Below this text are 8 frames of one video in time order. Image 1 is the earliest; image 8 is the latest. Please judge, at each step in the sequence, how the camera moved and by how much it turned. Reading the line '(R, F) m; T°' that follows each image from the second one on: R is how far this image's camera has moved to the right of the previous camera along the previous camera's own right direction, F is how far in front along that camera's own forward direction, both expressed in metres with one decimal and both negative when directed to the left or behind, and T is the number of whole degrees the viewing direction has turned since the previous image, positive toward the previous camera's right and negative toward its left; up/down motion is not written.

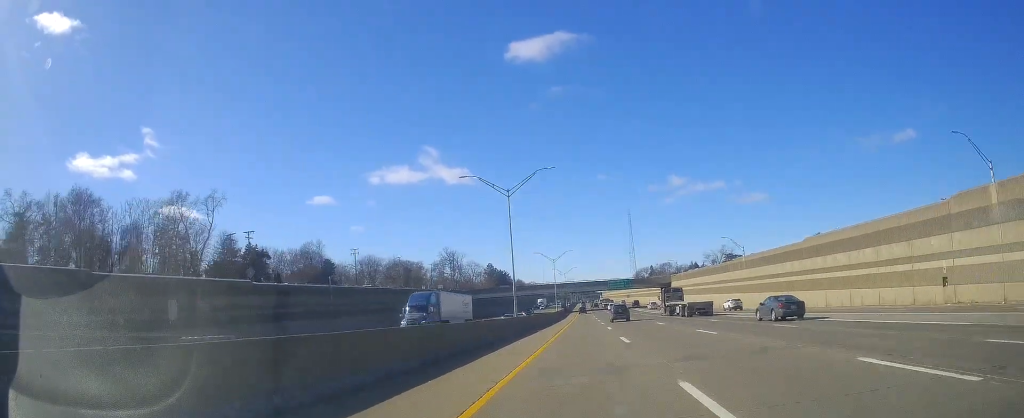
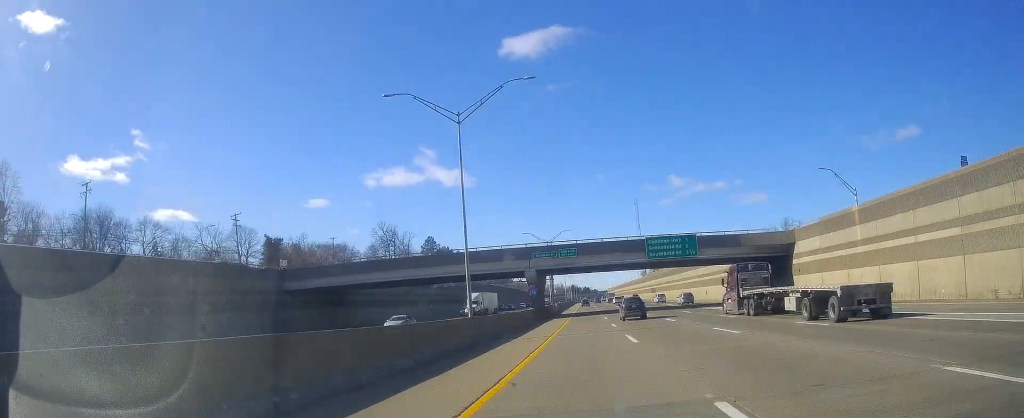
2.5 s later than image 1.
(+0.5, +96.1) m; 0°
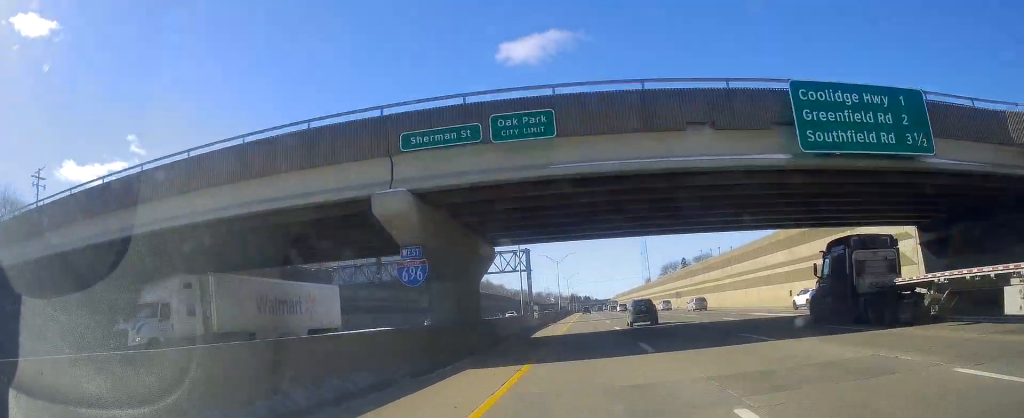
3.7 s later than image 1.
(-0.6, +46.7) m; -1°
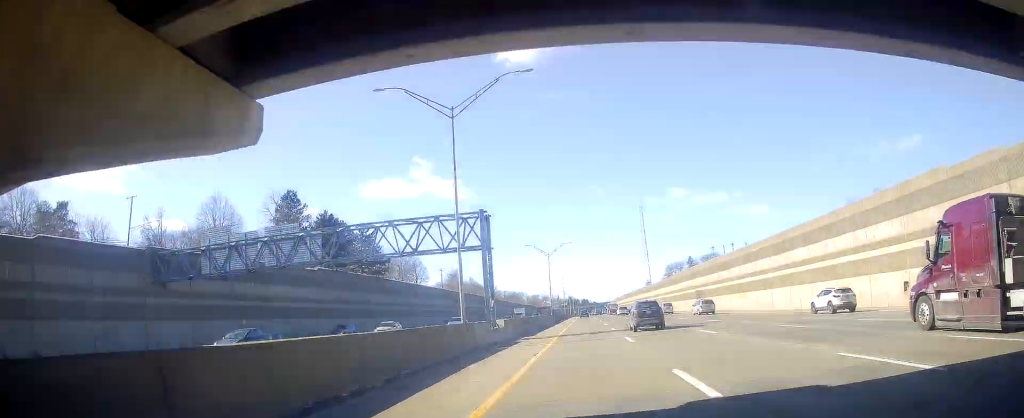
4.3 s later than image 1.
(-0.1, +26.1) m; 0°
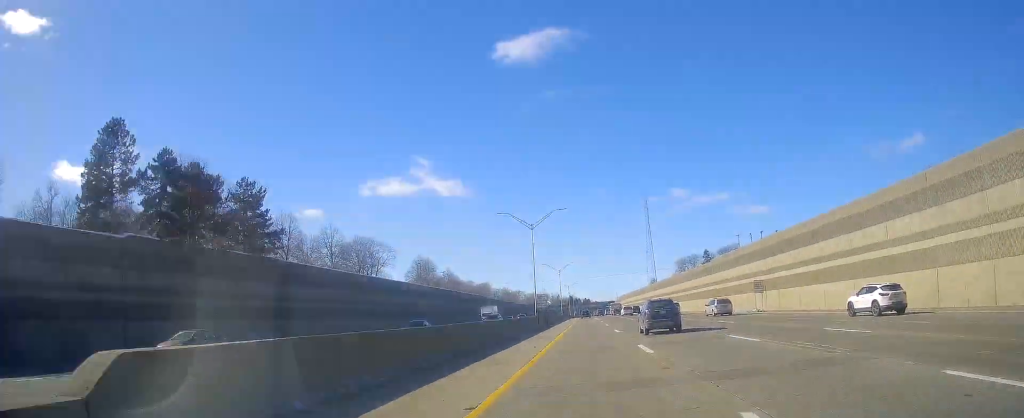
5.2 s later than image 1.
(+0.2, +35.3) m; 0°
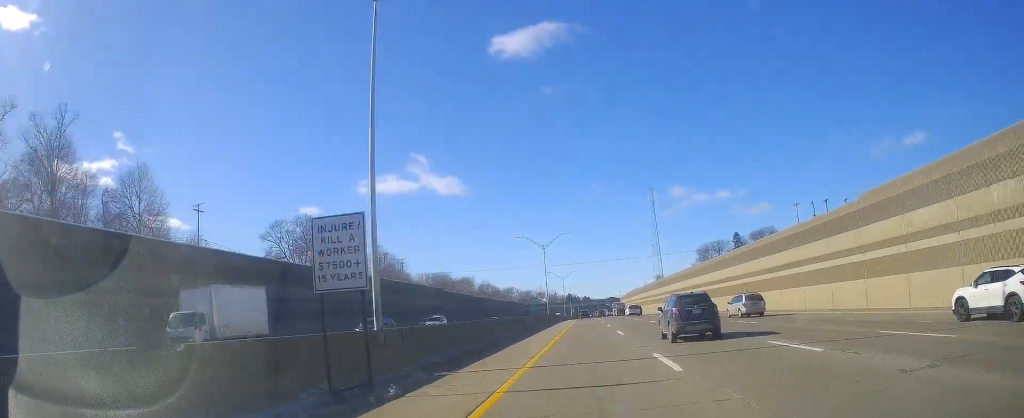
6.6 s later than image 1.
(-0.1, +53.4) m; 0°
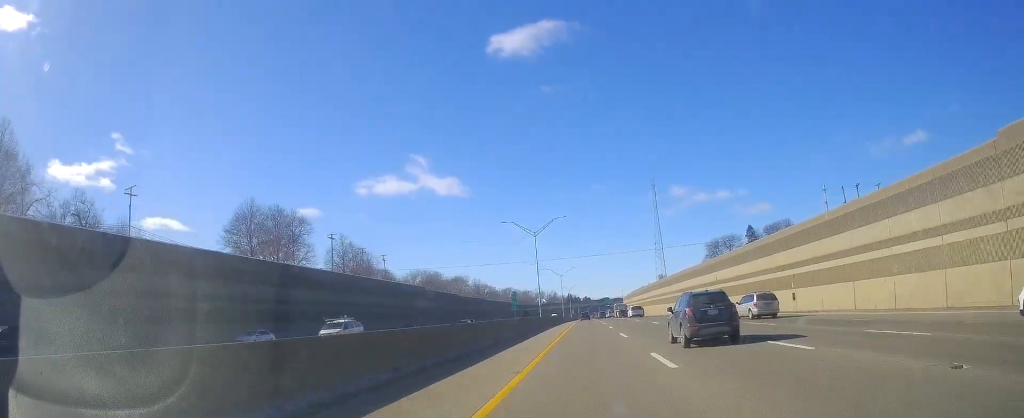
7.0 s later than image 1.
(+0.1, +17.0) m; 0°
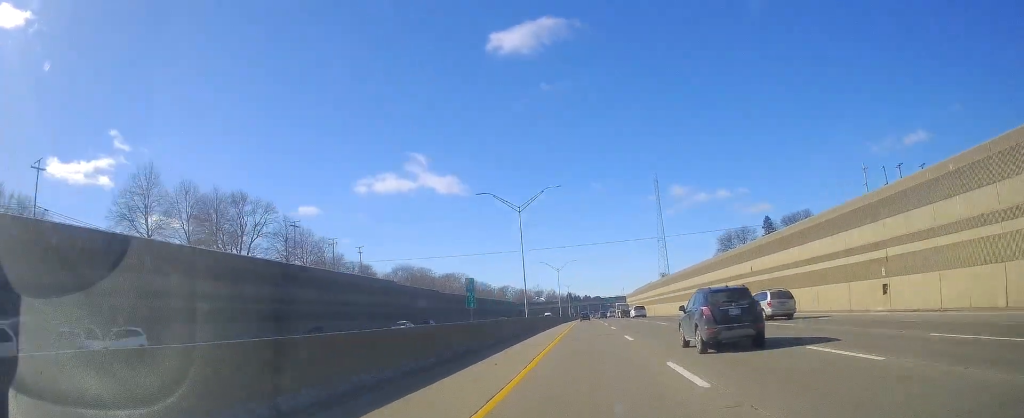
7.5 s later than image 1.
(0.0, +18.3) m; 0°
